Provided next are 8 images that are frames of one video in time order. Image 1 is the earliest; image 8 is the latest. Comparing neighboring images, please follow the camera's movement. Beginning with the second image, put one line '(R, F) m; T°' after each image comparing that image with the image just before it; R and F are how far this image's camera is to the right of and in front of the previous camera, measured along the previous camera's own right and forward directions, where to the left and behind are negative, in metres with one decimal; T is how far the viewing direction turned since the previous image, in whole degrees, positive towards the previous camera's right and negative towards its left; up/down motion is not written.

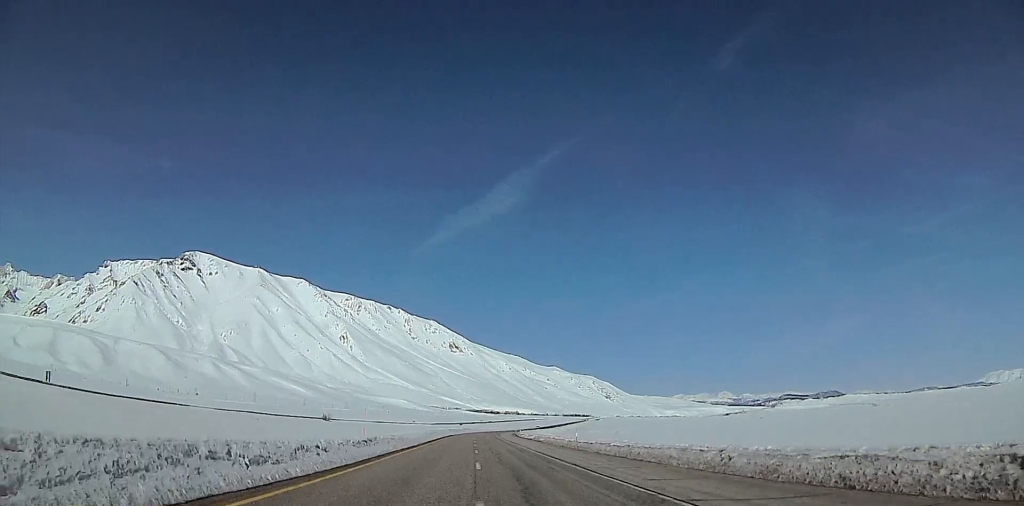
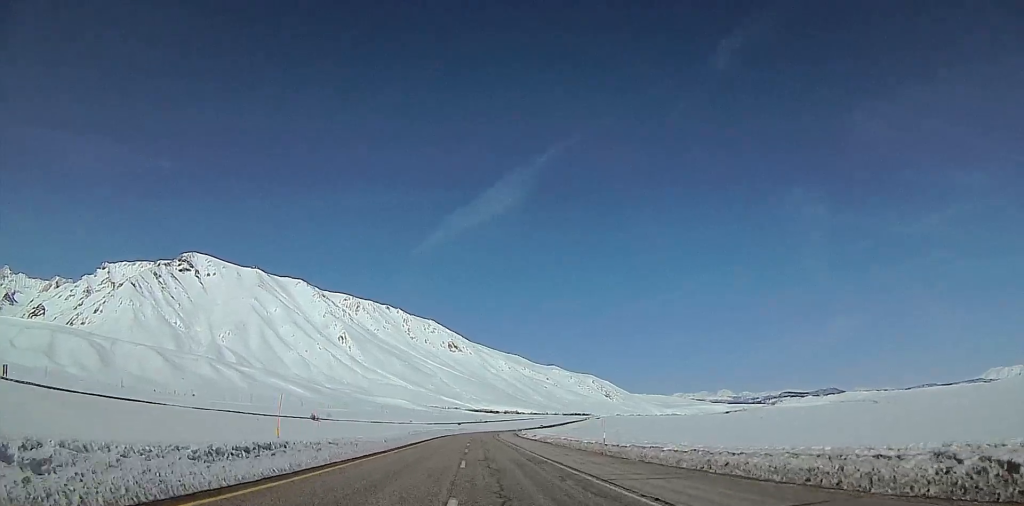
(+0.3, +14.5) m; 0°
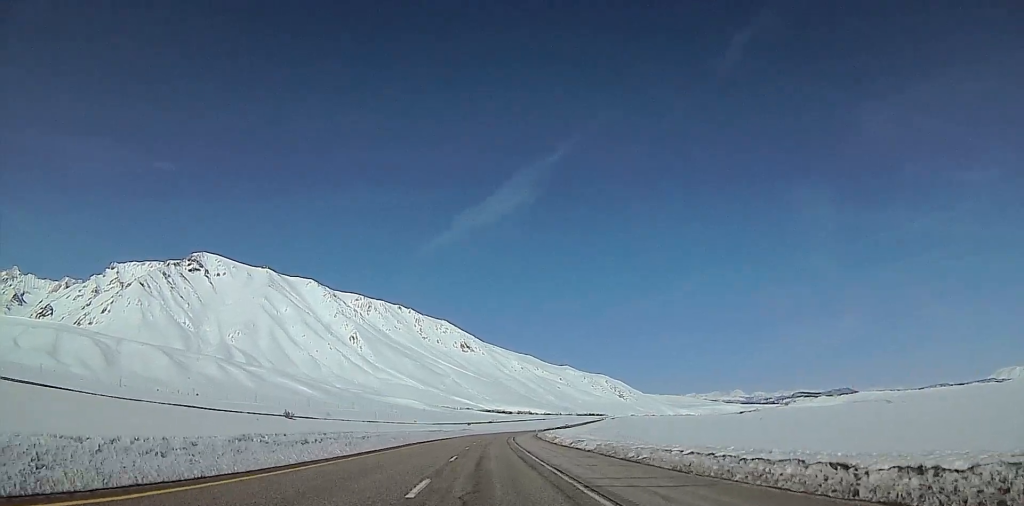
(-0.2, +39.6) m; +1°
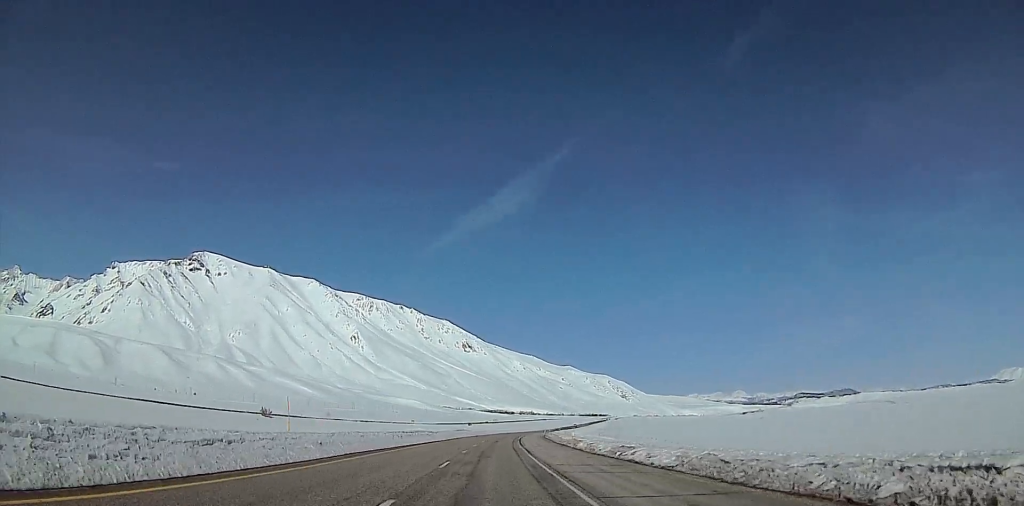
(+0.5, +19.8) m; +1°
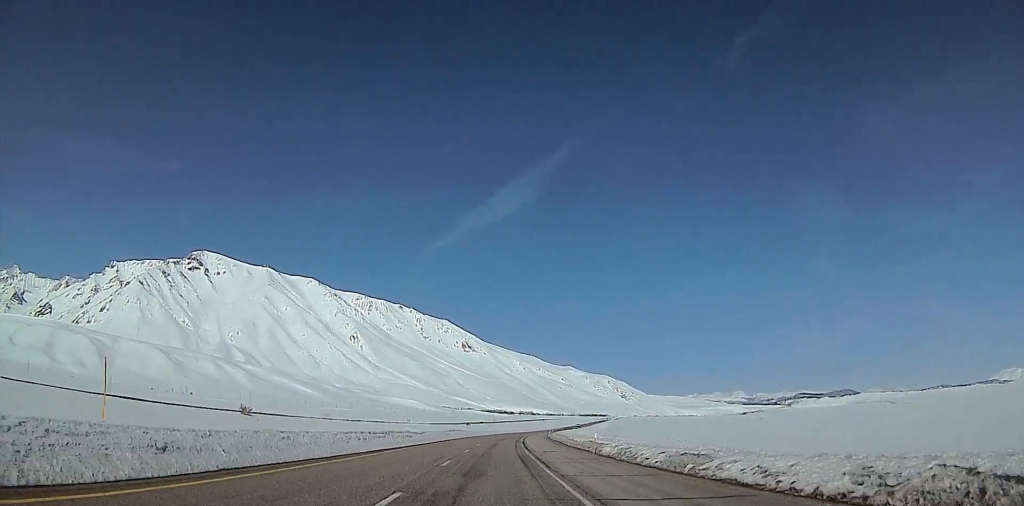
(-0.3, +13.2) m; -1°
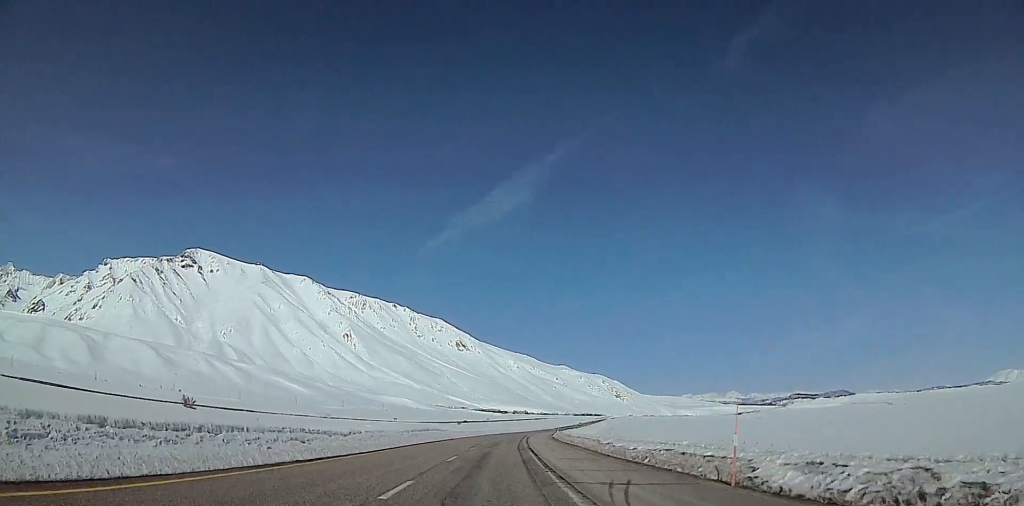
(-0.2, +26.3) m; -1°
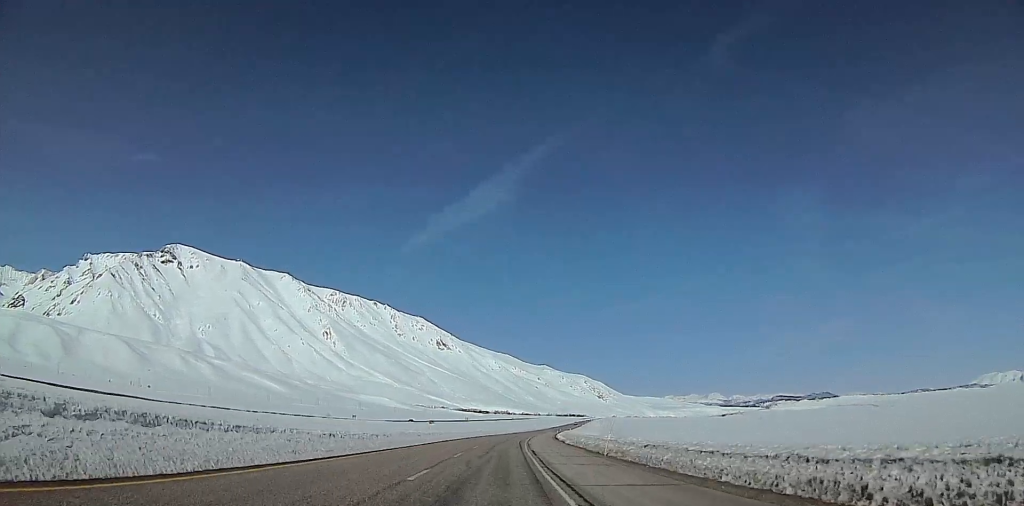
(0.0, +53.5) m; +1°
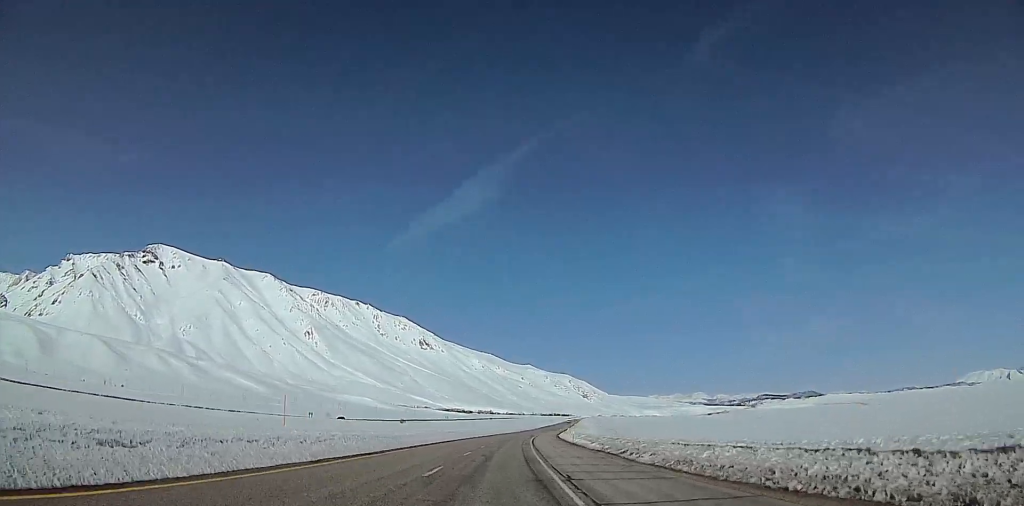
(+0.9, +42.4) m; +2°
